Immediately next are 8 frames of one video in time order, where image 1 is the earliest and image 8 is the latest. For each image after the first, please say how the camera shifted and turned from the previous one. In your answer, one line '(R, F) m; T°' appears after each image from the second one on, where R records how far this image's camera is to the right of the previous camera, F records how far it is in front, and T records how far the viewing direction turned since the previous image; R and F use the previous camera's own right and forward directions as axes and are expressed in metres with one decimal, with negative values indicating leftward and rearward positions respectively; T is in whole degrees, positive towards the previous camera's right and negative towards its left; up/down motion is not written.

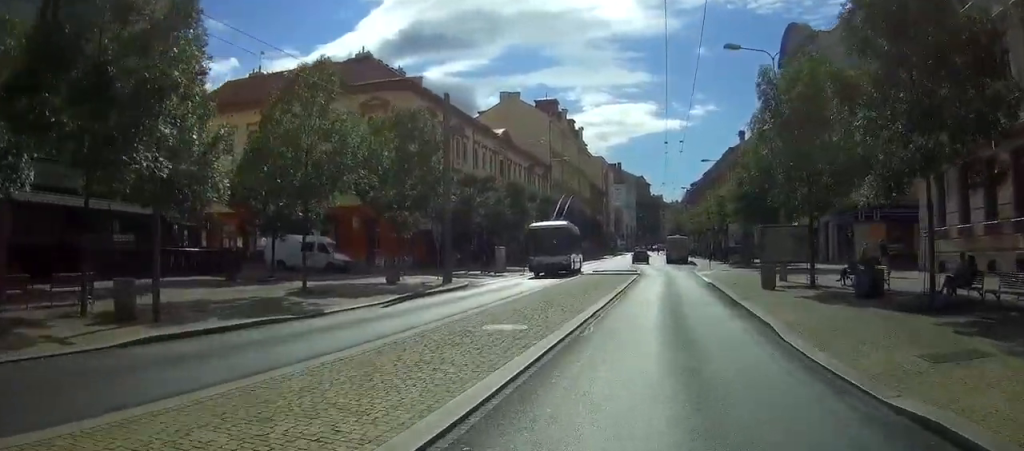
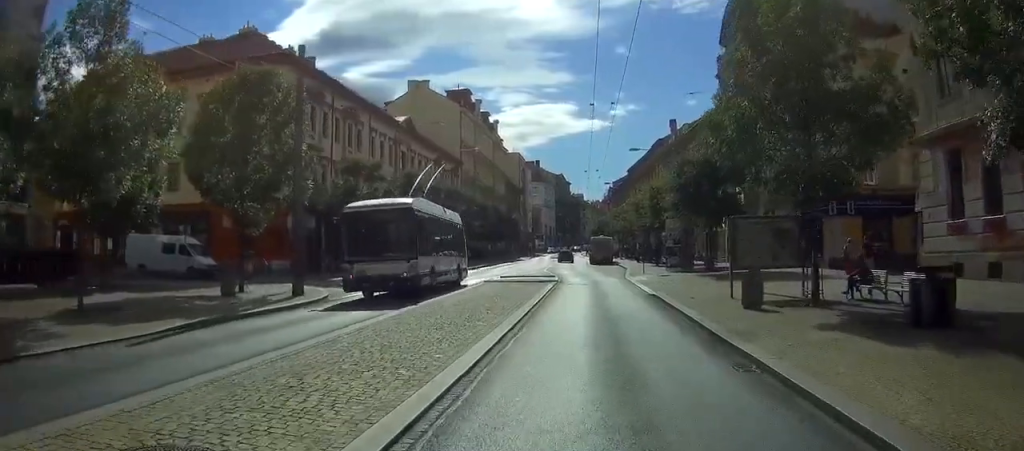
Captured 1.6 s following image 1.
(+0.2, +6.9) m; +4°
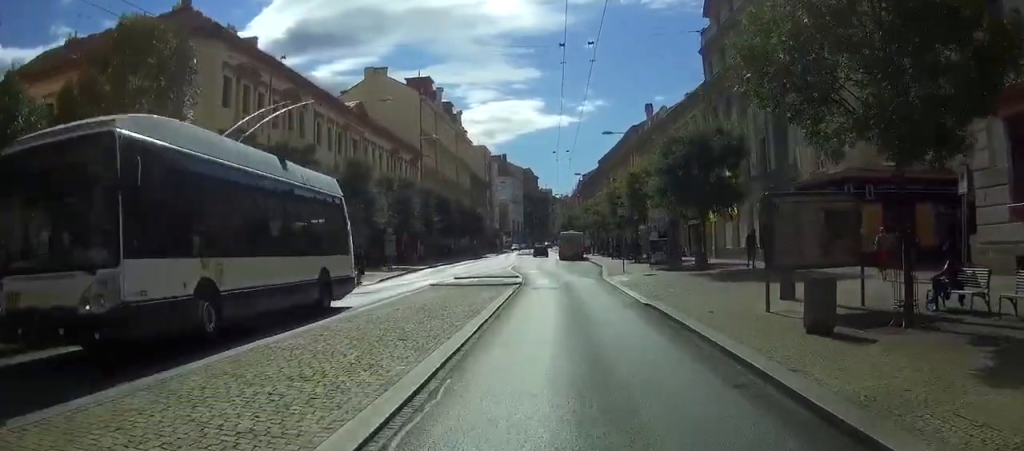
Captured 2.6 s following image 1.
(+0.1, +5.4) m; -1°
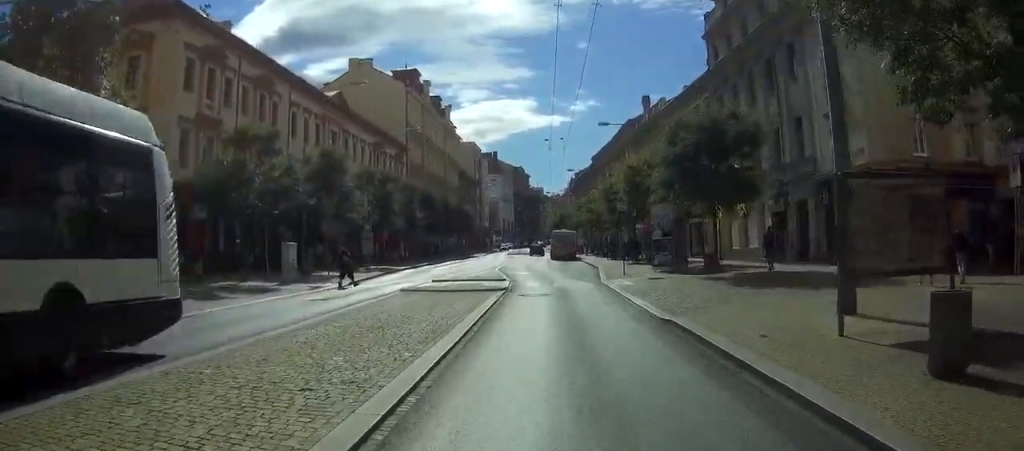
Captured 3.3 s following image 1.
(-0.1, +3.8) m; -1°
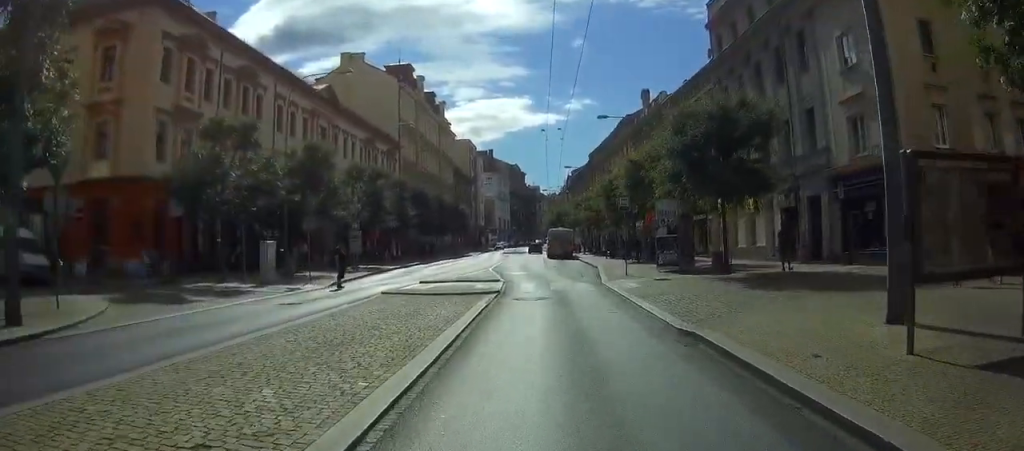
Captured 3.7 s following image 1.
(0.0, +2.3) m; +1°
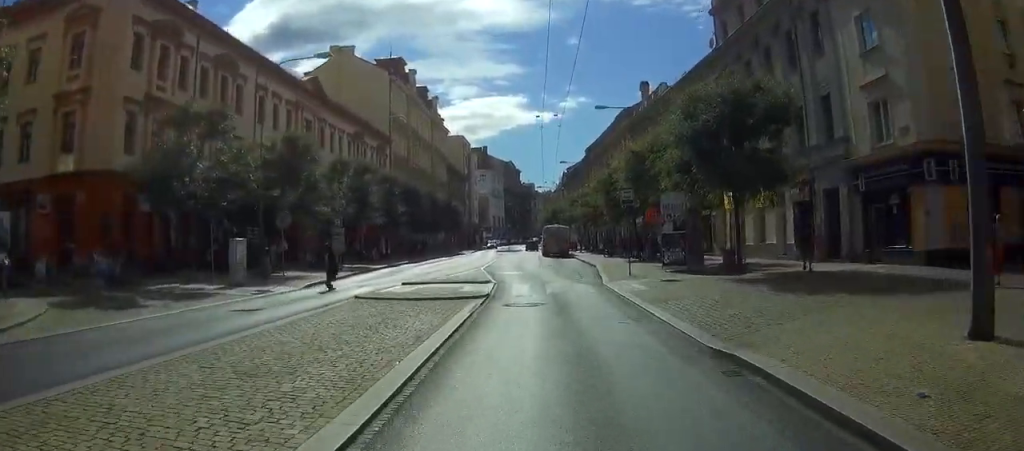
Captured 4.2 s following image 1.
(-0.1, +2.9) m; +2°
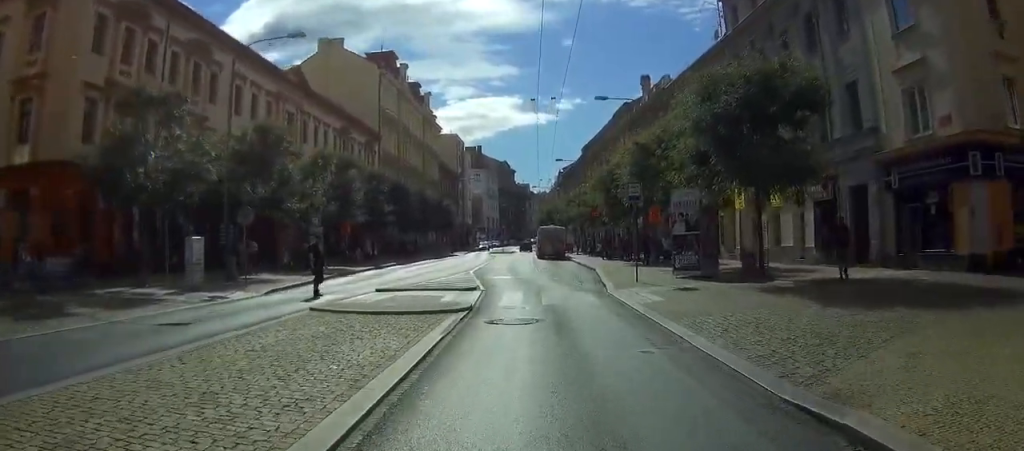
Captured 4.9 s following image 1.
(+0.2, +3.8) m; +4°
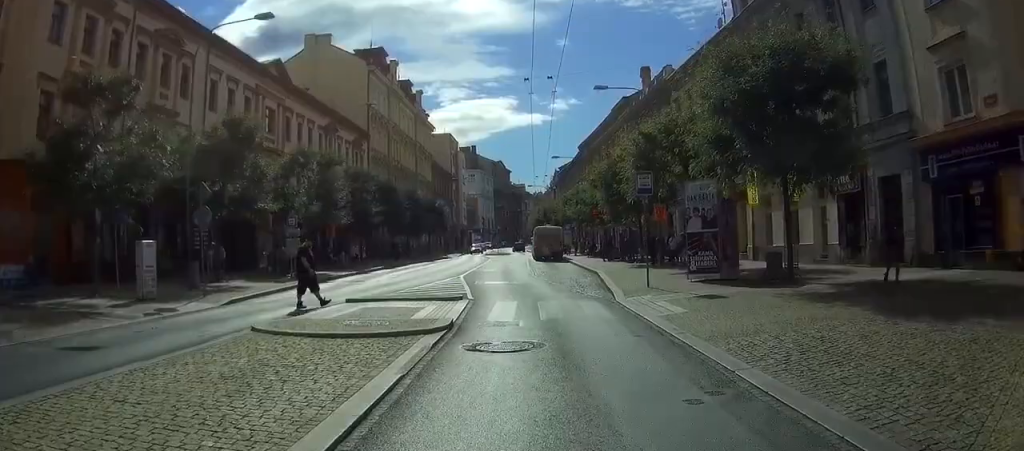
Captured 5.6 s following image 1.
(+0.2, +4.0) m; +3°
